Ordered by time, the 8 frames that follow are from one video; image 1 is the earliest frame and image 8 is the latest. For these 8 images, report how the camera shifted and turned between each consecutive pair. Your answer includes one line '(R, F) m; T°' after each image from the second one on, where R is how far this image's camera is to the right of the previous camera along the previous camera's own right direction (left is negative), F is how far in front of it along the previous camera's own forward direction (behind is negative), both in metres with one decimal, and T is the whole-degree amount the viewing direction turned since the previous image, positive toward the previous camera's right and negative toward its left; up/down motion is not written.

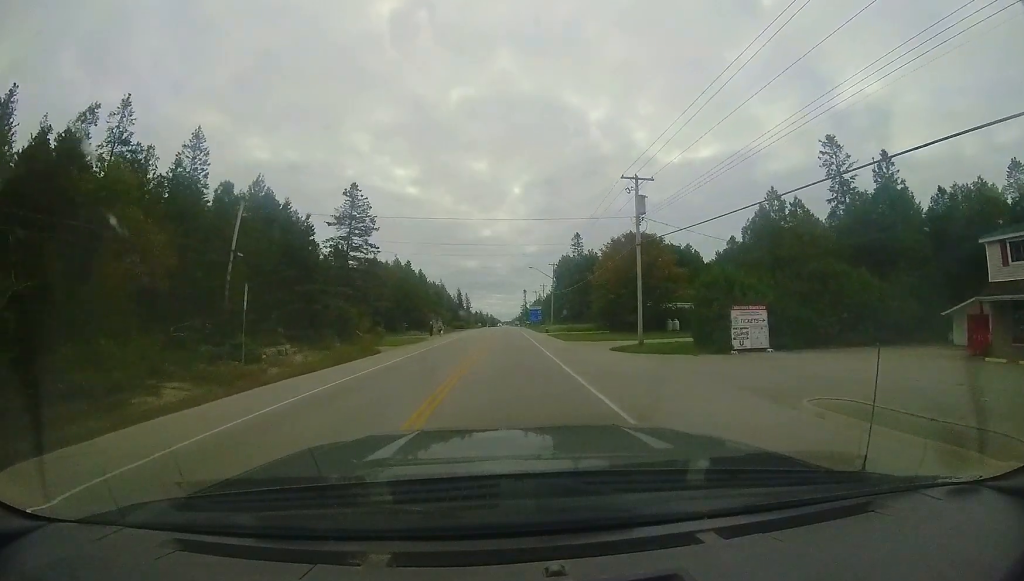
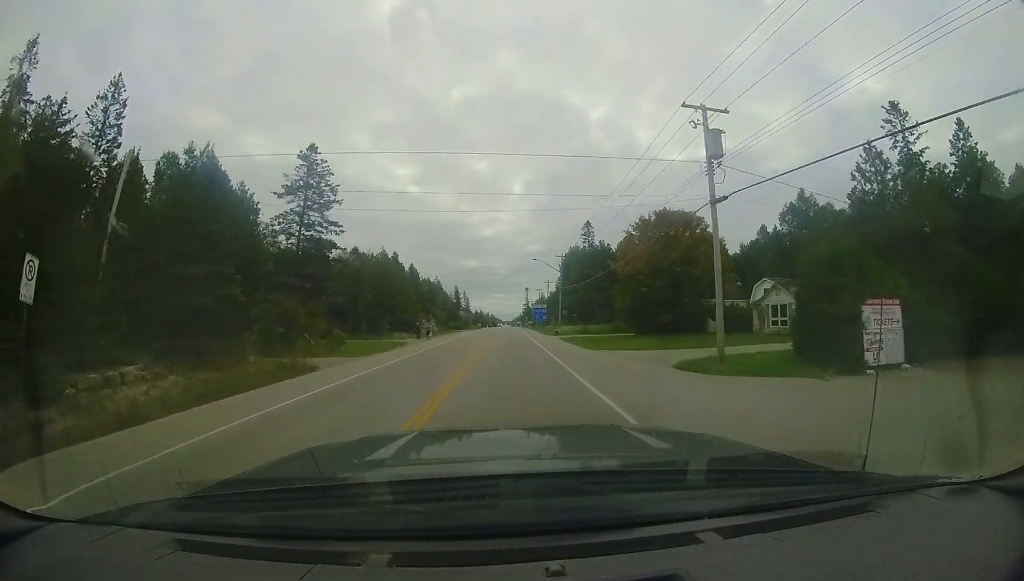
(-0.2, +8.8) m; -1°
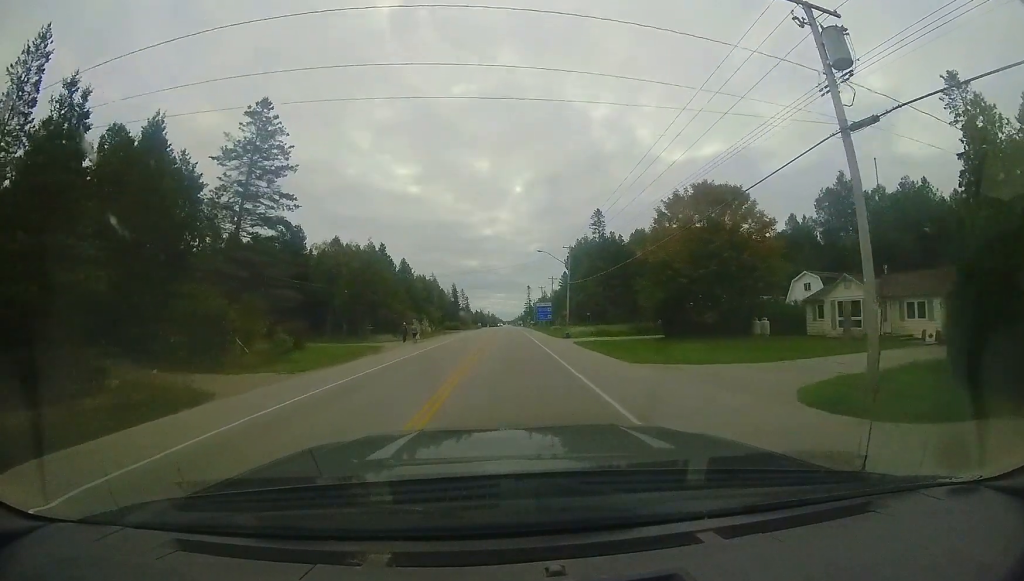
(0.0, +6.8) m; +1°
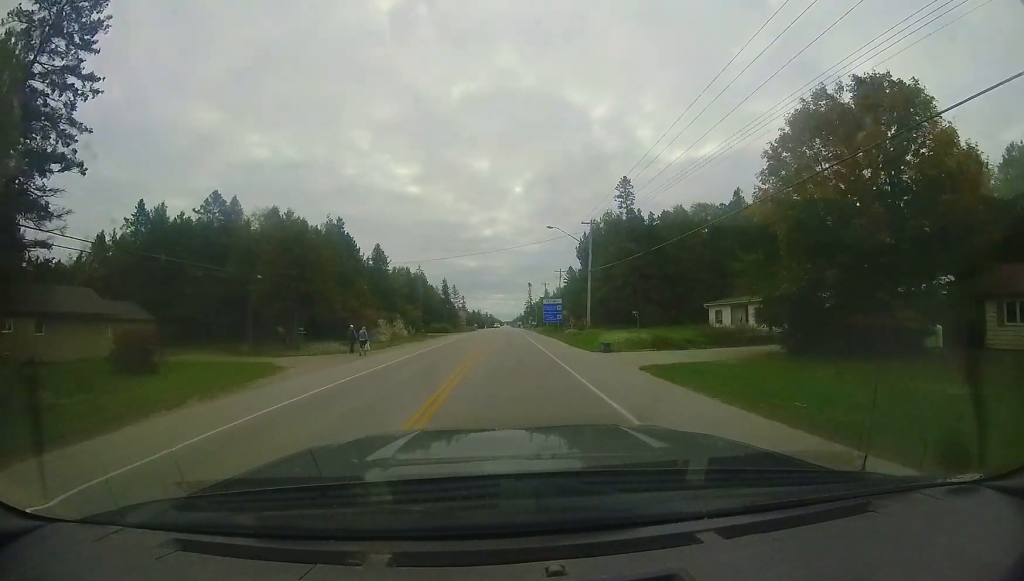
(+0.3, +14.1) m; +2°
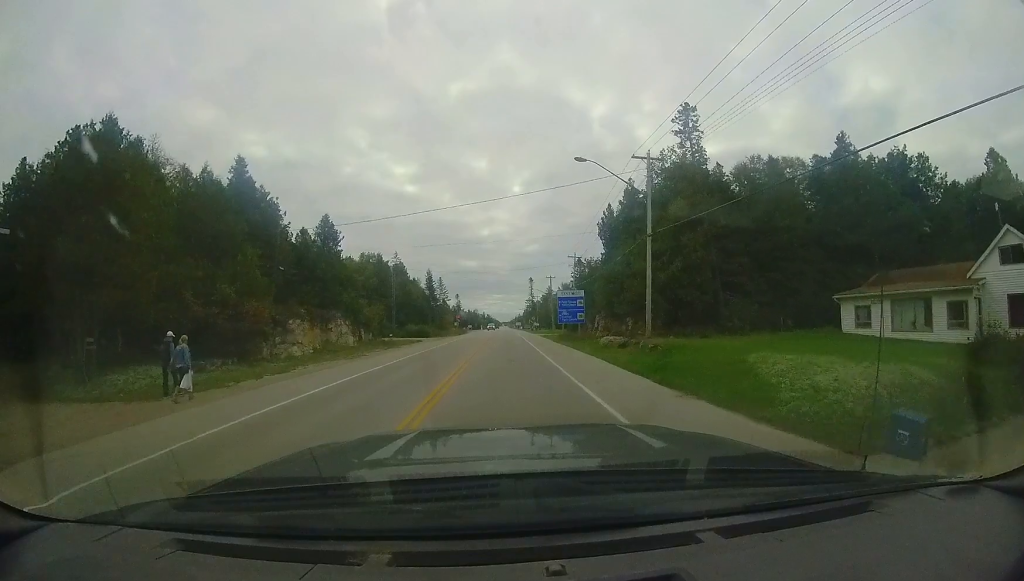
(0.0, +10.8) m; 0°
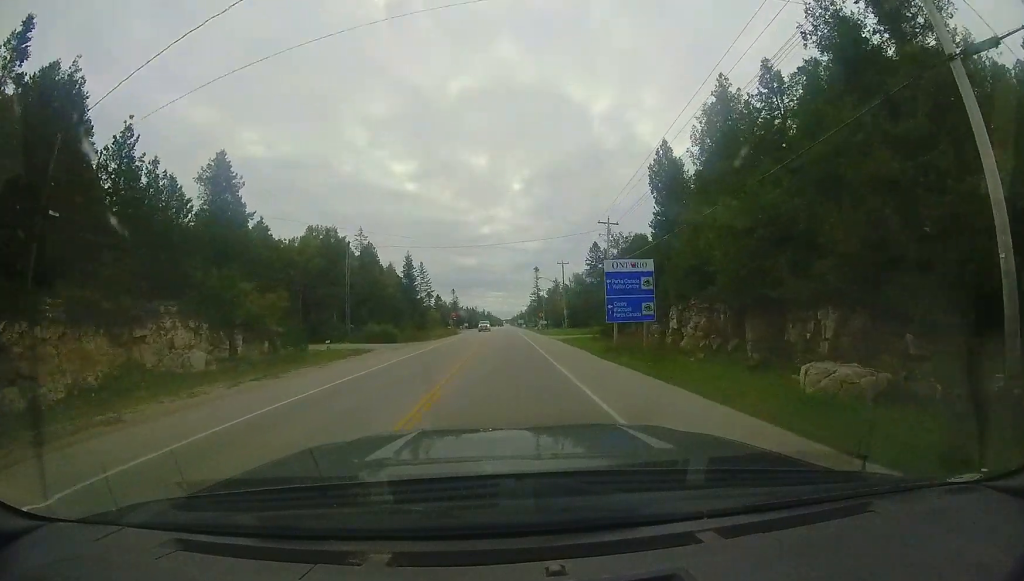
(-0.1, +17.4) m; -1°
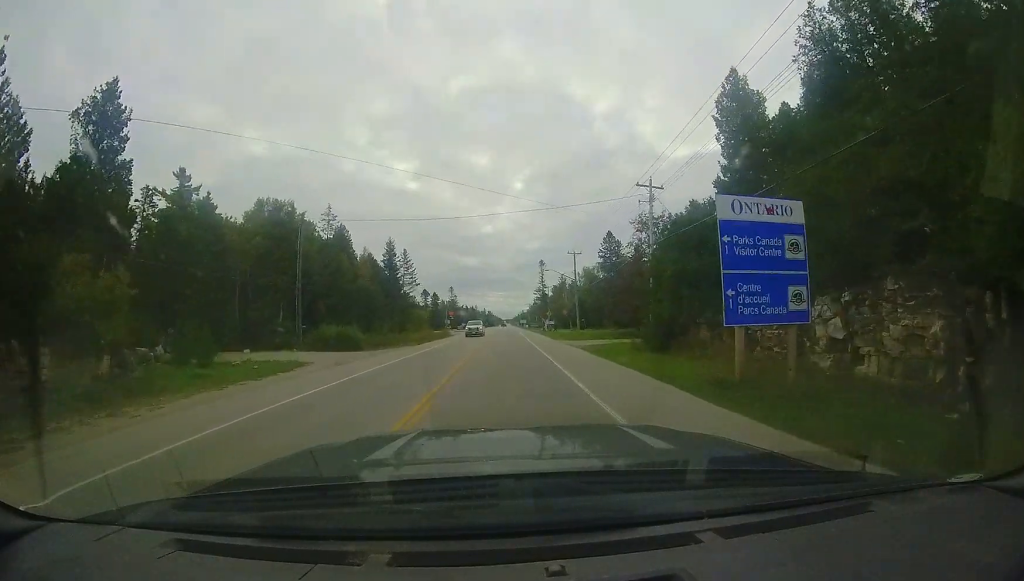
(-0.1, +10.7) m; -1°
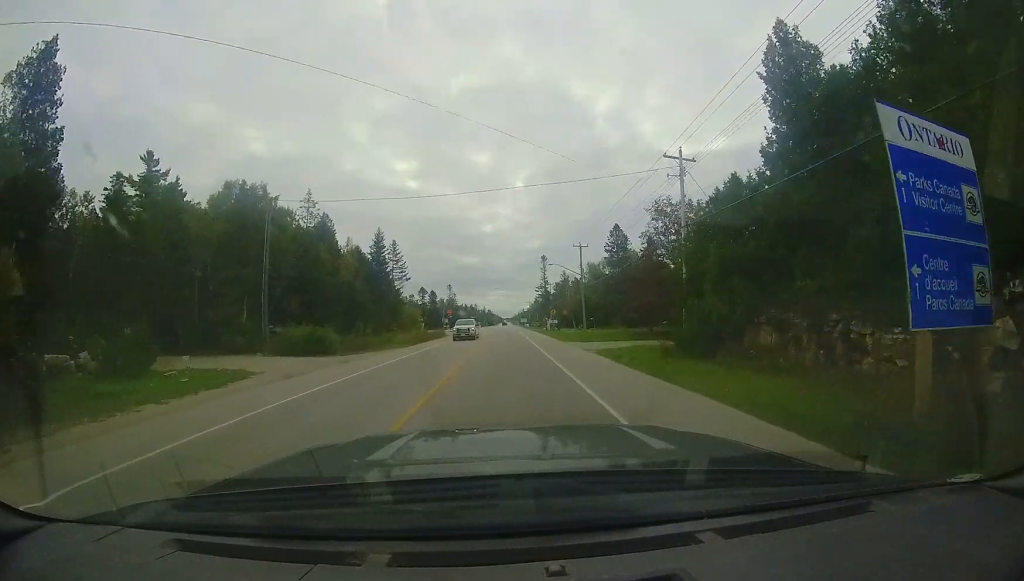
(-0.1, +5.0) m; 0°
